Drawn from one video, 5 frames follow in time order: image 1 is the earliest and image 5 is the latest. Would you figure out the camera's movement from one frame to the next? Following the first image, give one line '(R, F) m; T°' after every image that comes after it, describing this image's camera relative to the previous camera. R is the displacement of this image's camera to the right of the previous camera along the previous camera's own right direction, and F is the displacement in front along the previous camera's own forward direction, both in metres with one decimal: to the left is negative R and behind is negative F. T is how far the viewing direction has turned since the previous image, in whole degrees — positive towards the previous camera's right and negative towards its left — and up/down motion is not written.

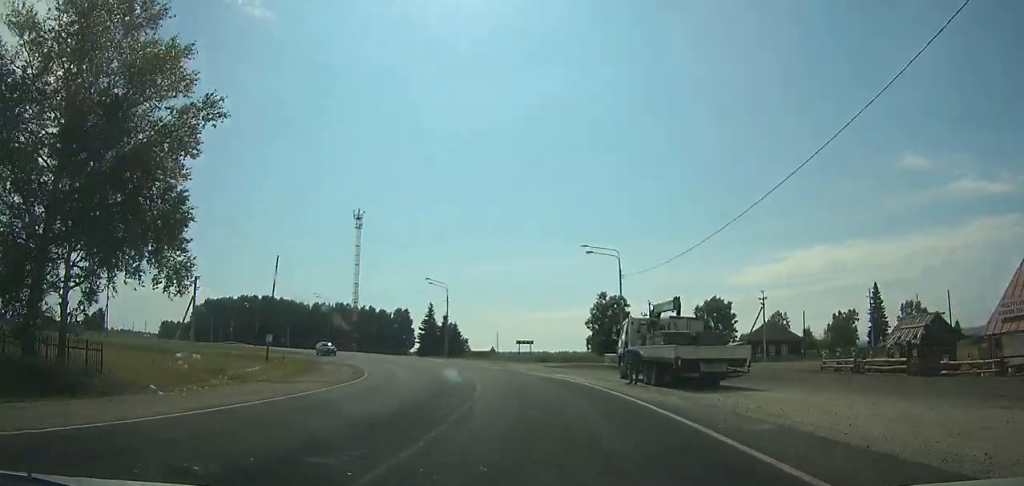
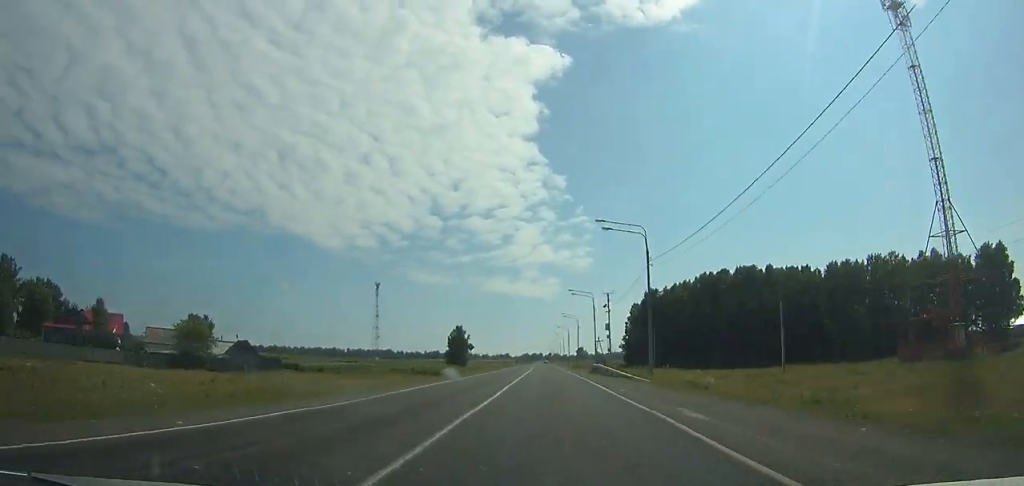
(-39.4, +107.4) m; -39°
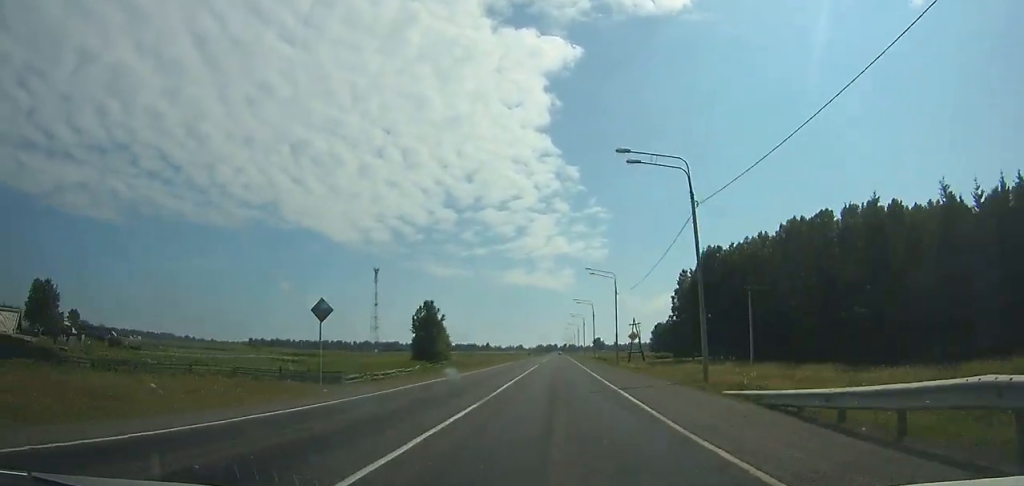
(-3.7, +50.5) m; -5°
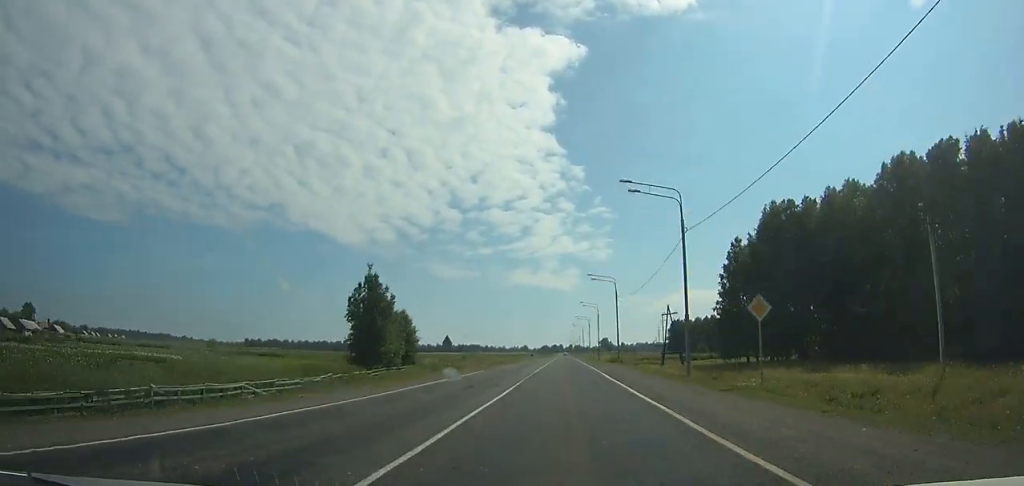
(-0.4, +32.4) m; -1°
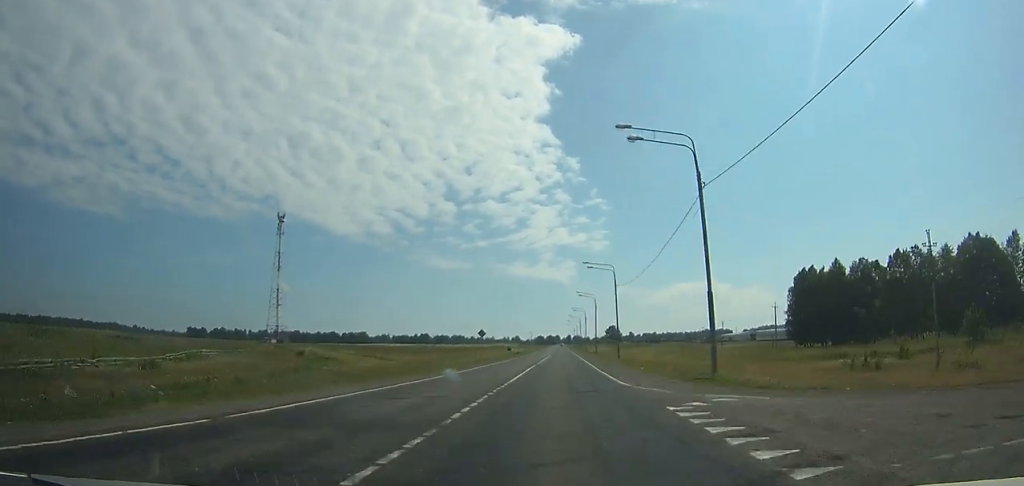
(-0.3, +152.0) m; 0°
